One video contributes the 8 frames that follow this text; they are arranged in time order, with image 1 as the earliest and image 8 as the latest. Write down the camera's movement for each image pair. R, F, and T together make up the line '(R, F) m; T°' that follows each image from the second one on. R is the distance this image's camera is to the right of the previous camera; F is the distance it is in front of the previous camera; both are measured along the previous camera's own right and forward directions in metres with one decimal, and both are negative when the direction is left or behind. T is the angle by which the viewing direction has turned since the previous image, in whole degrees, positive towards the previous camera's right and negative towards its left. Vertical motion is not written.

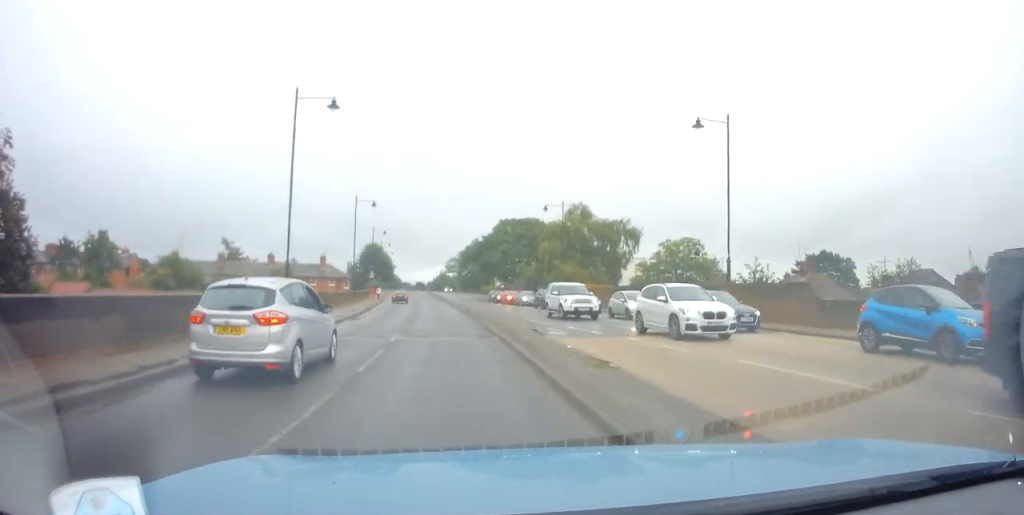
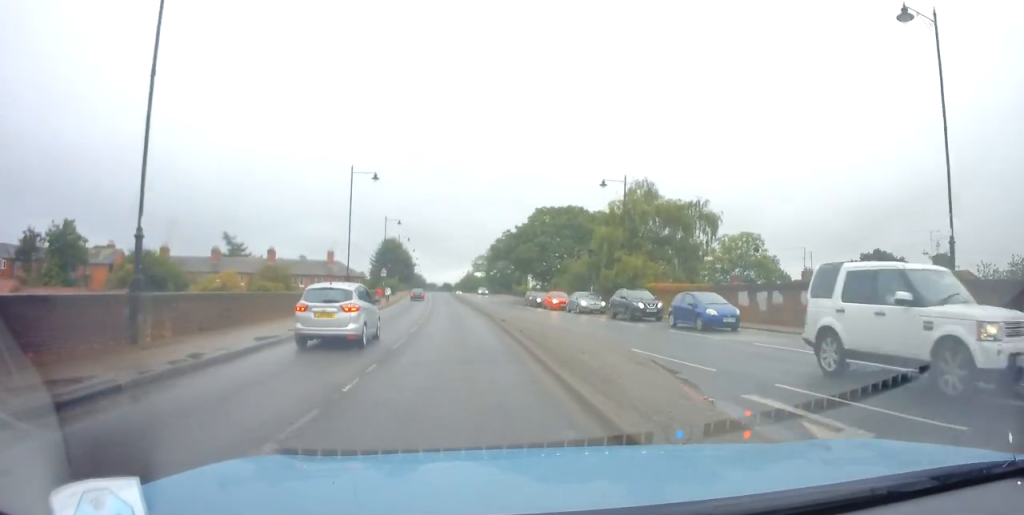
(-0.7, +13.9) m; -5°
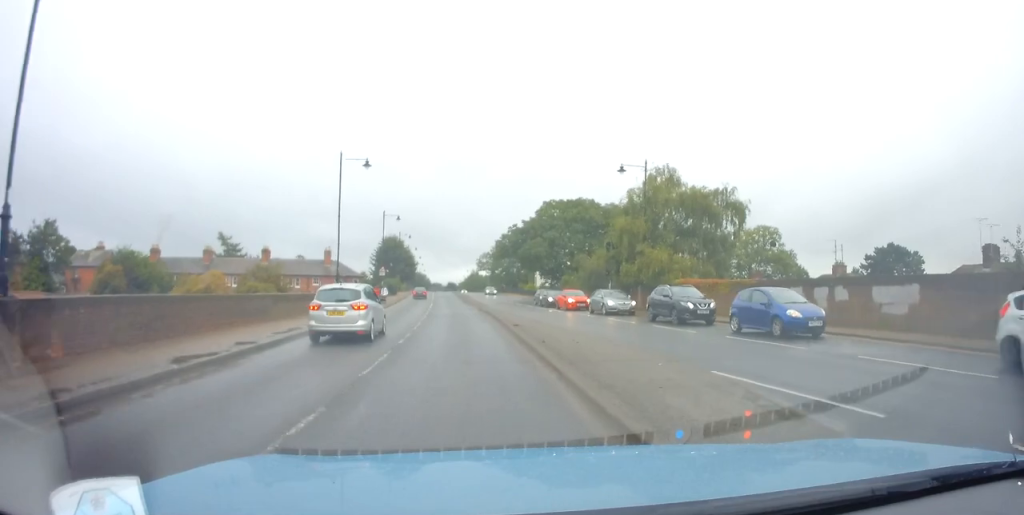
(-0.1, +4.5) m; -1°
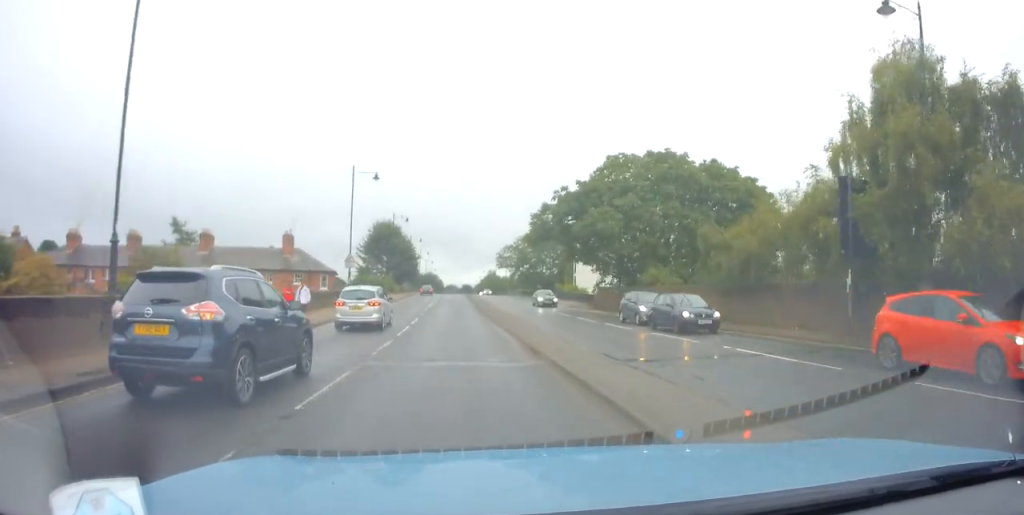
(0.0, +26.0) m; 0°
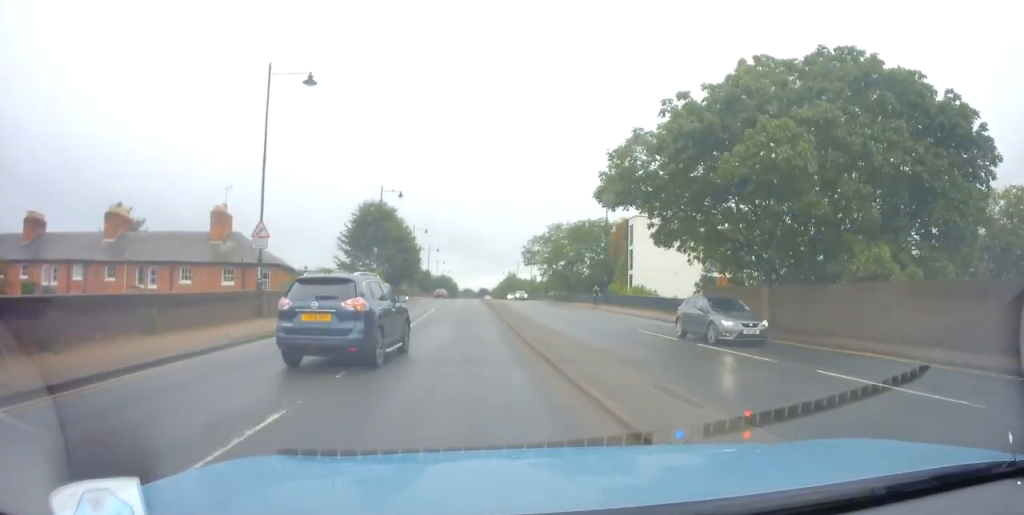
(-0.3, +21.0) m; -1°
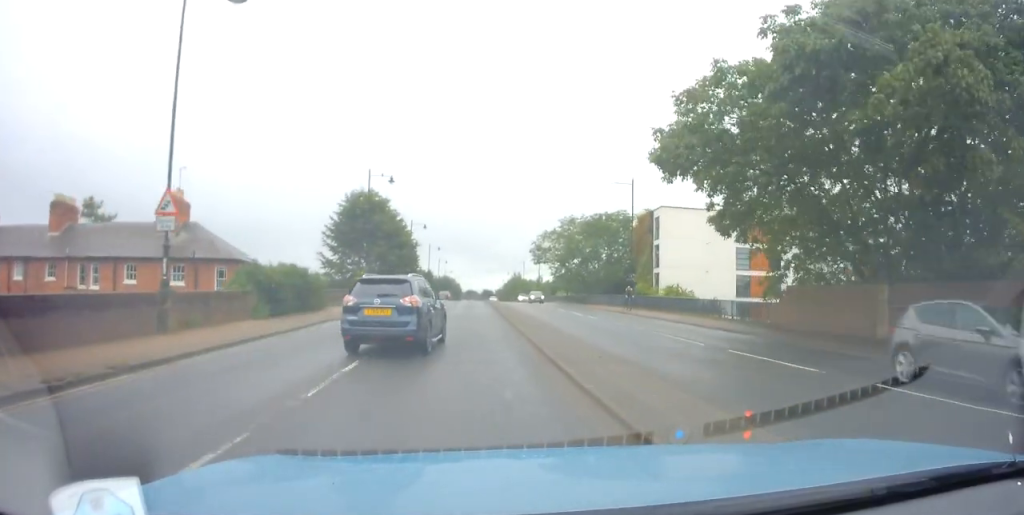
(0.0, +7.7) m; -1°
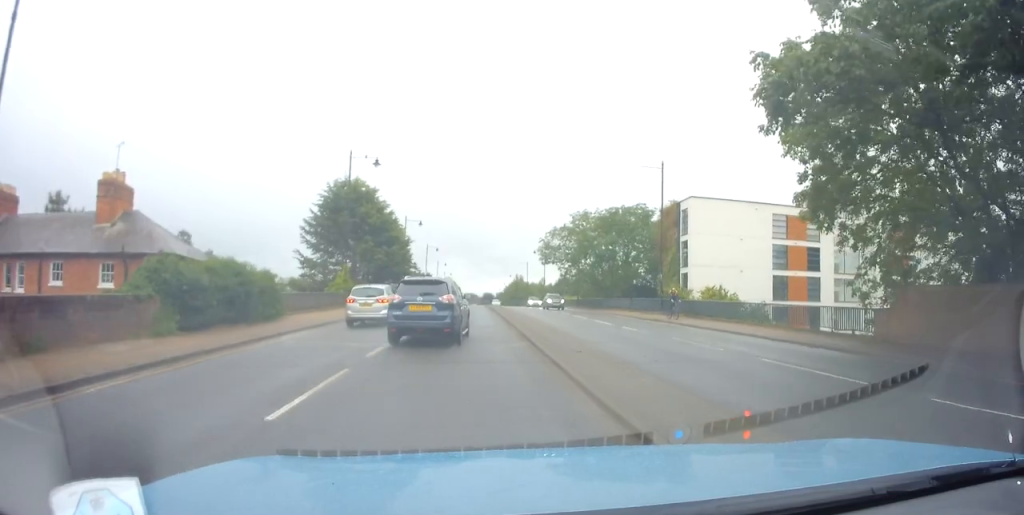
(+0.1, +7.3) m; -1°
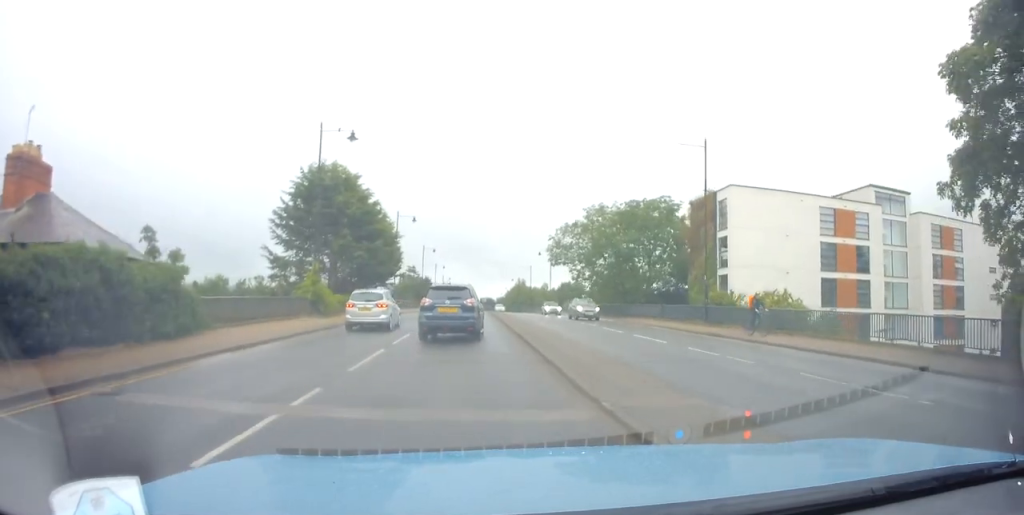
(-0.2, +7.7) m; 0°
